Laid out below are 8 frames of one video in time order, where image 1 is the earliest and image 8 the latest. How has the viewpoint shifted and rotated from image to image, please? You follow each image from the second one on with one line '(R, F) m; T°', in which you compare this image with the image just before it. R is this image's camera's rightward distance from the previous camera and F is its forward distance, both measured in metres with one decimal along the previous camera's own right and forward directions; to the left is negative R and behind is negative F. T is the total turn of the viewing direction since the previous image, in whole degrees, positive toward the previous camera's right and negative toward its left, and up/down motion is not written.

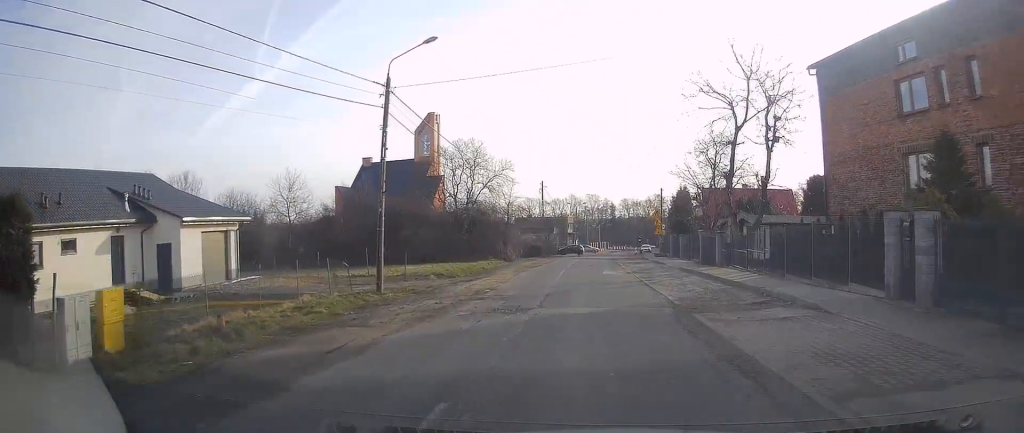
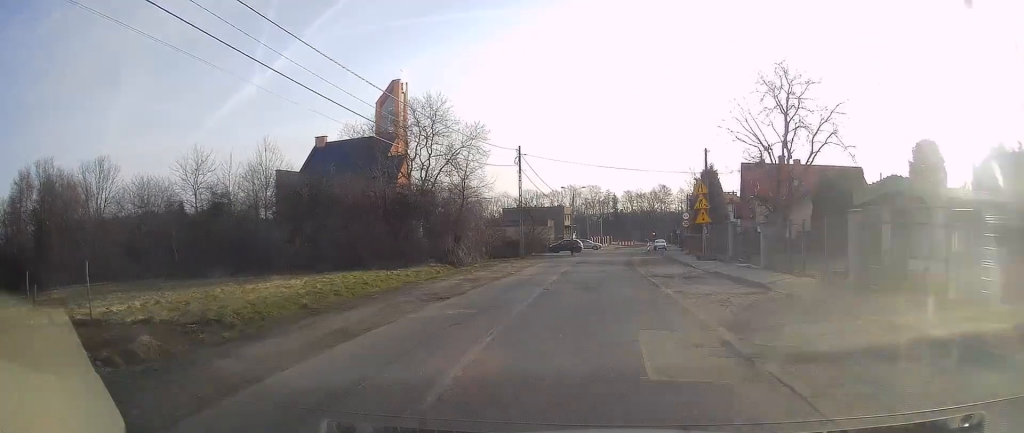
(-0.4, +21.4) m; -1°
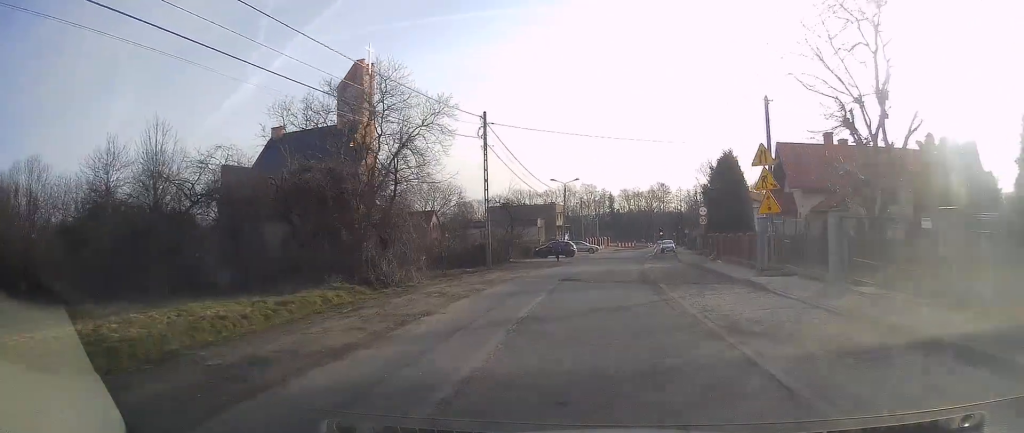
(+0.2, +13.5) m; +2°
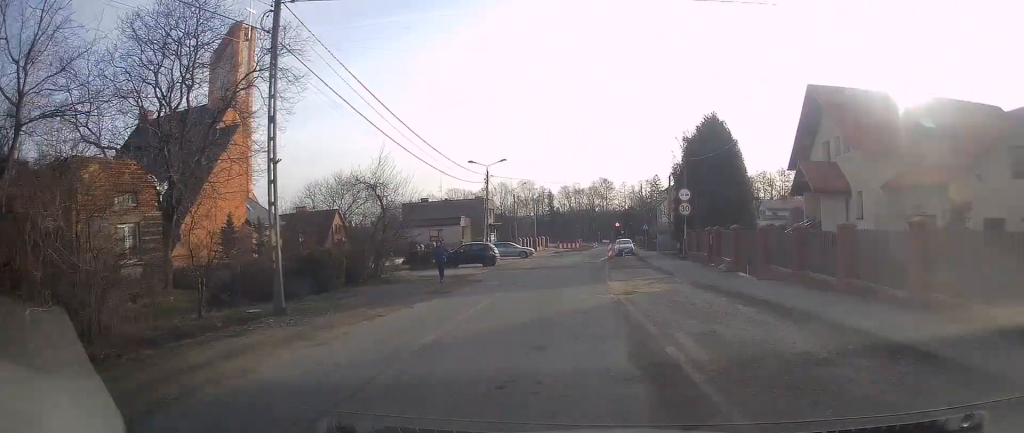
(+1.2, +17.5) m; +10°
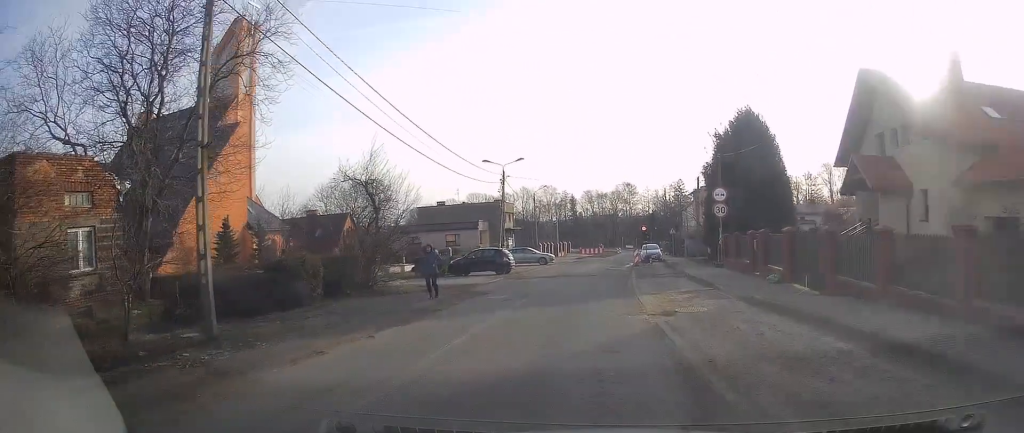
(+0.3, +3.7) m; +3°
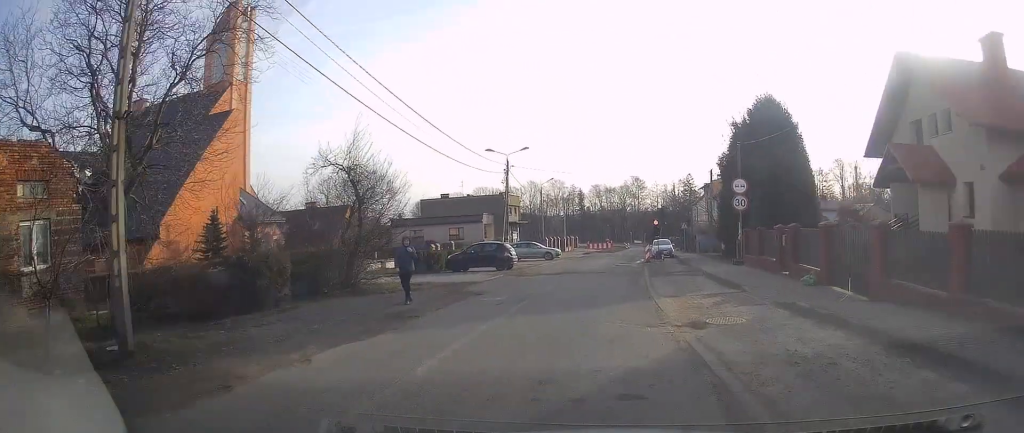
(0.0, +2.0) m; -3°
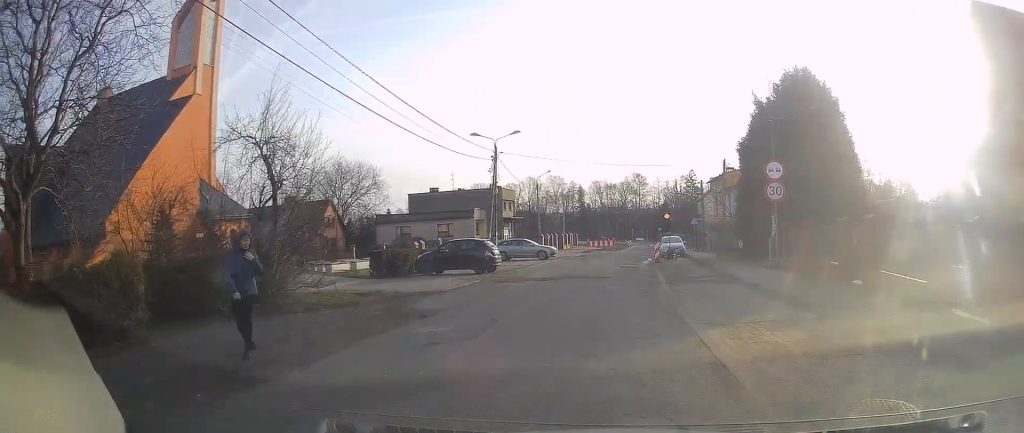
(-0.3, +4.5) m; -3°
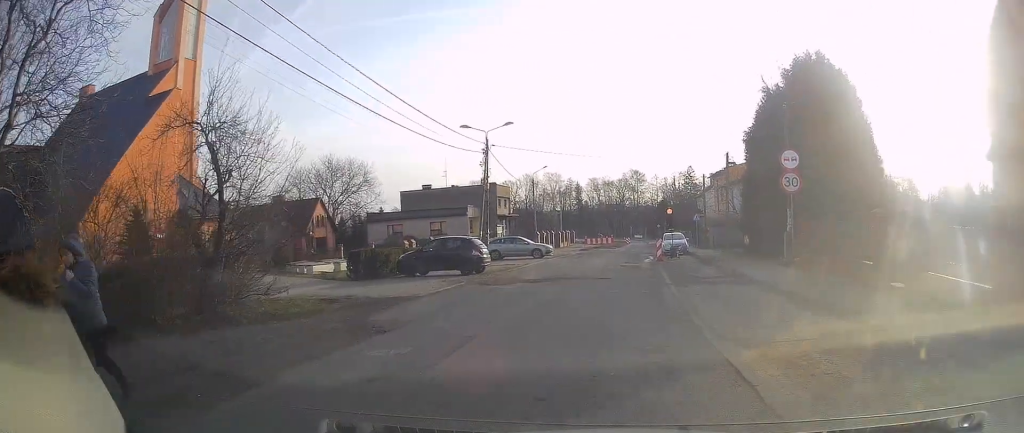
(-0.1, +1.9) m; 0°
